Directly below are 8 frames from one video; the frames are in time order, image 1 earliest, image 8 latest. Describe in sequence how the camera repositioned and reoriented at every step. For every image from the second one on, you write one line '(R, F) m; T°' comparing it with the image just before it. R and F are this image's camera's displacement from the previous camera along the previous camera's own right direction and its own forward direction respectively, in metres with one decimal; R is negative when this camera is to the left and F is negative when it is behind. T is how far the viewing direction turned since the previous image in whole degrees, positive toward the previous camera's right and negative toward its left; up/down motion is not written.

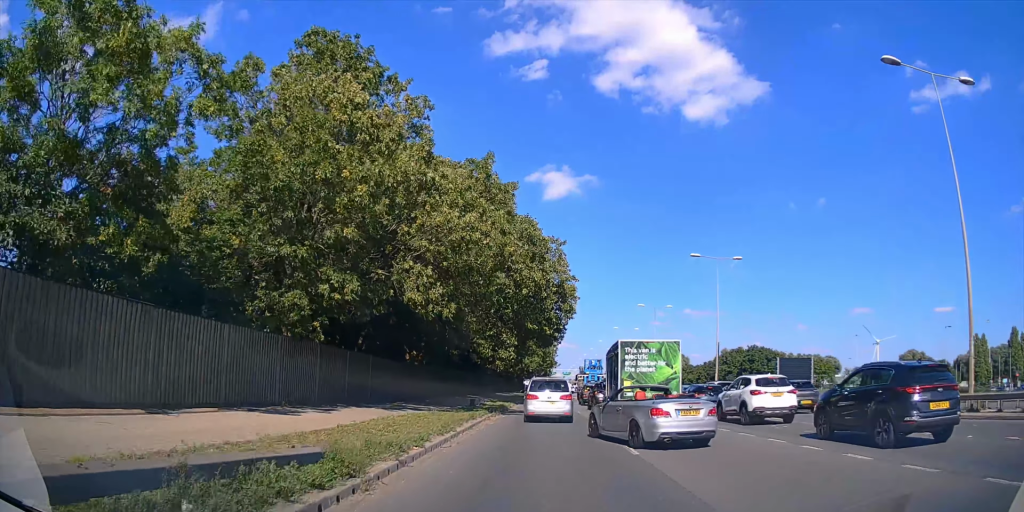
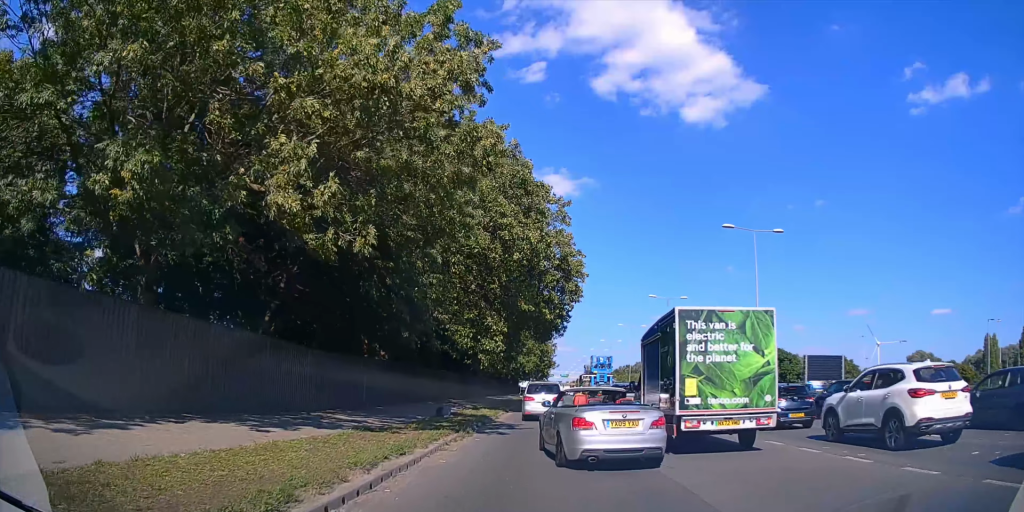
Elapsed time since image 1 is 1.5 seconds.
(-0.3, +10.6) m; -3°
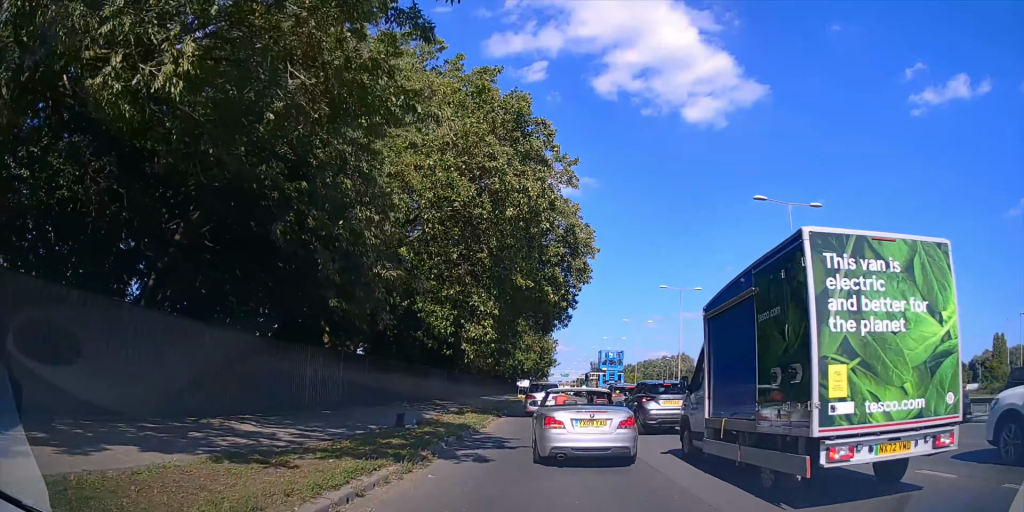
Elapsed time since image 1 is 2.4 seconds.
(0.0, +6.6) m; +1°
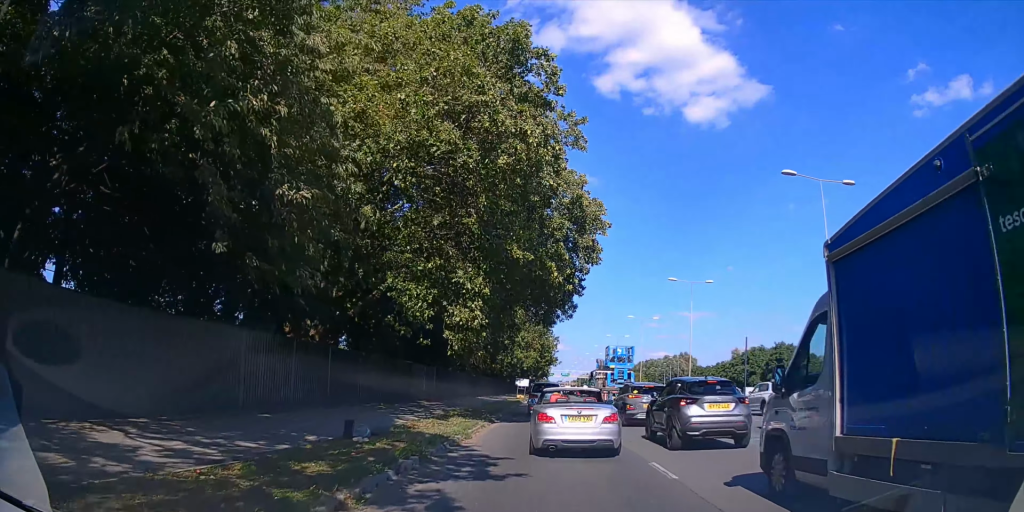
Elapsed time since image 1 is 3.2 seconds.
(+0.1, +5.2) m; +1°
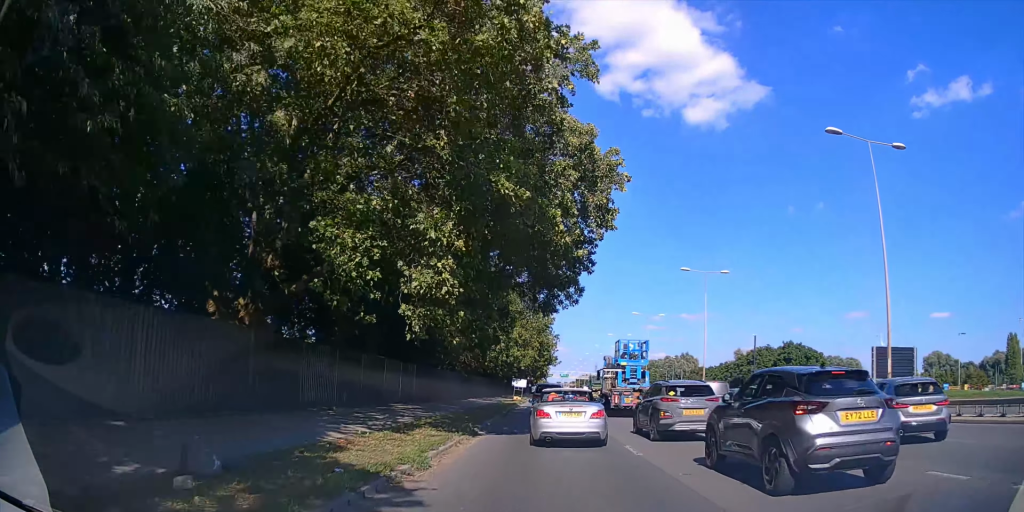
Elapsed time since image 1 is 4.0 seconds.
(+0.1, +6.2) m; 0°
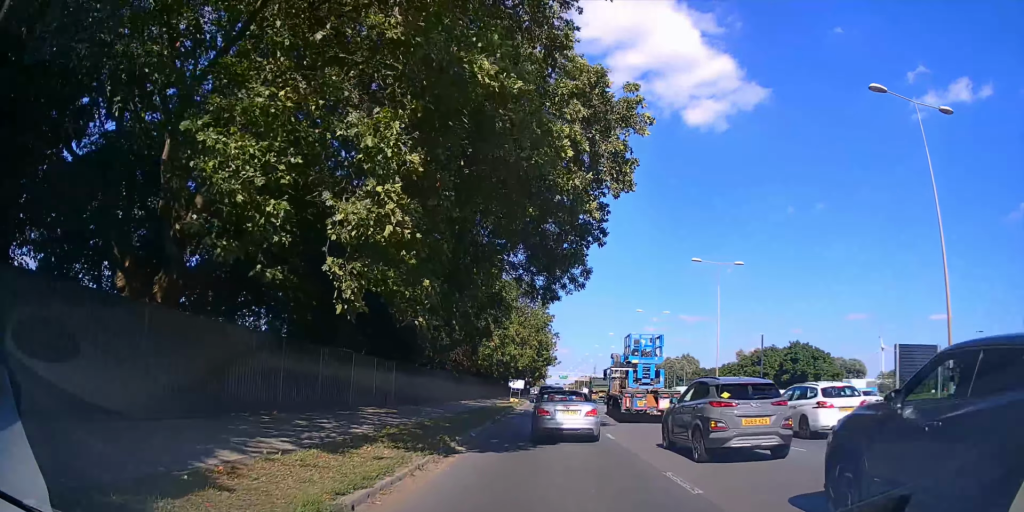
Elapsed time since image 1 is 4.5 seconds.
(0.0, +4.9) m; 0°
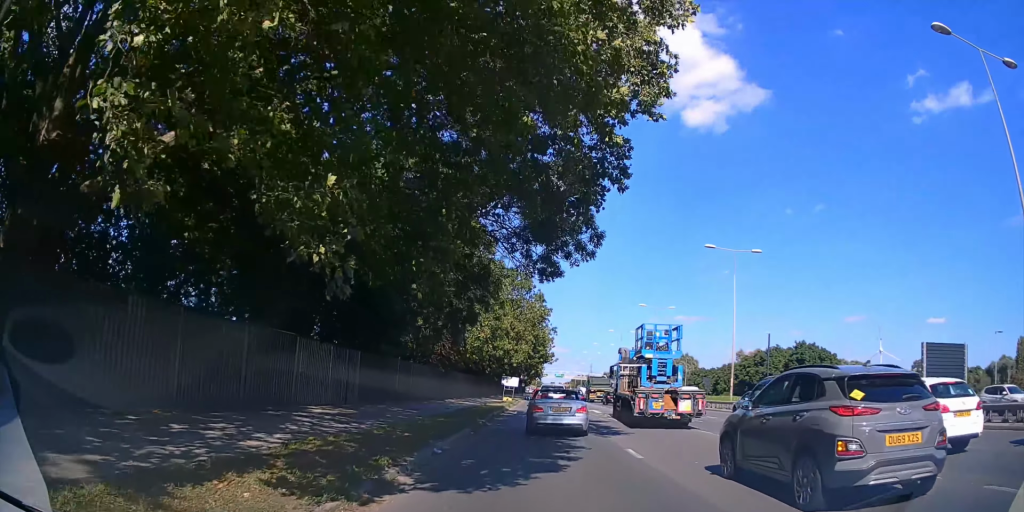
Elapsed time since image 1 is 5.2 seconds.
(0.0, +5.6) m; 0°
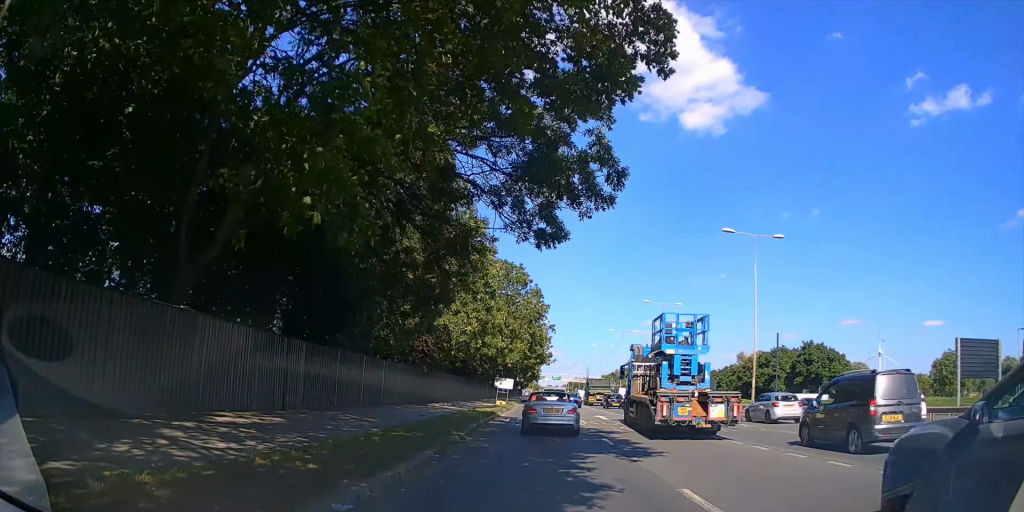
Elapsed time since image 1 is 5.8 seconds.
(0.0, +5.4) m; 0°
